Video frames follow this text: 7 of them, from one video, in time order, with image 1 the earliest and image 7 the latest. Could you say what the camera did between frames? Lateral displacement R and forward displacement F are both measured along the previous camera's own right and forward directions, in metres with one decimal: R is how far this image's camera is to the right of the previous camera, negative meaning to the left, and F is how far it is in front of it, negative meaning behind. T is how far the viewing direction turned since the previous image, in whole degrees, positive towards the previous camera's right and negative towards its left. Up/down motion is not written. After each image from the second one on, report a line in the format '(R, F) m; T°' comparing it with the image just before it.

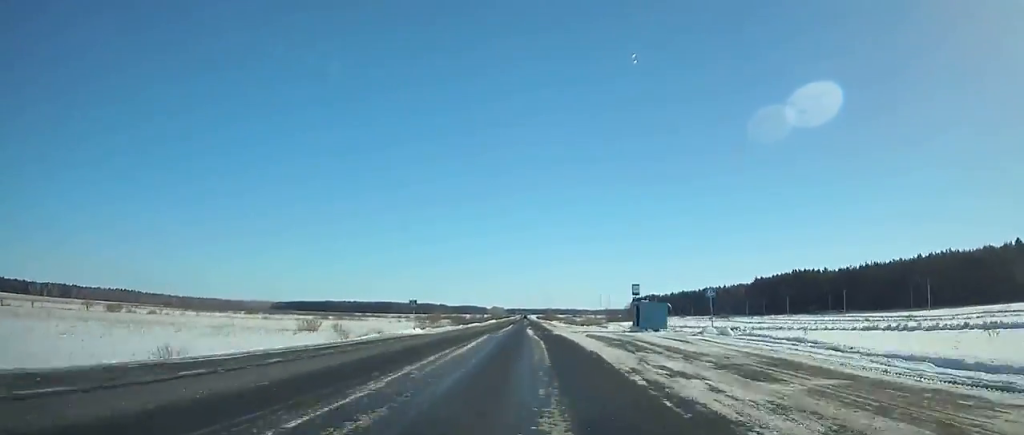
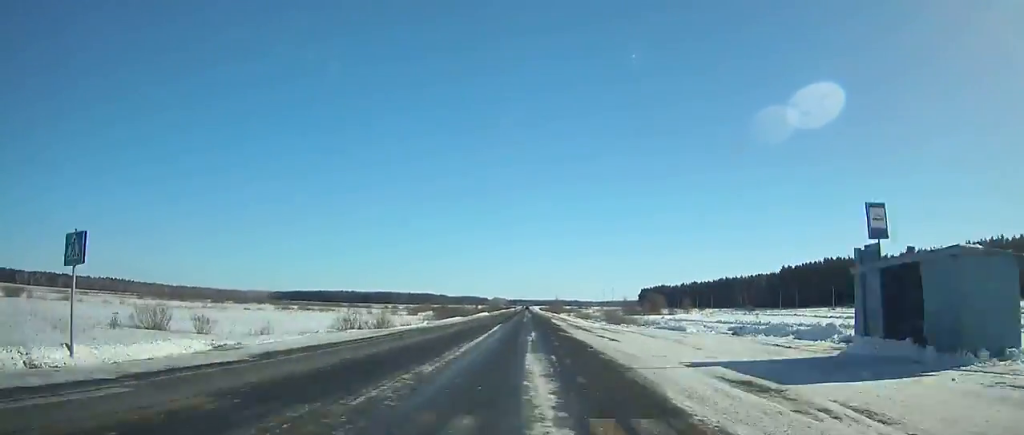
(-0.2, +38.2) m; 0°
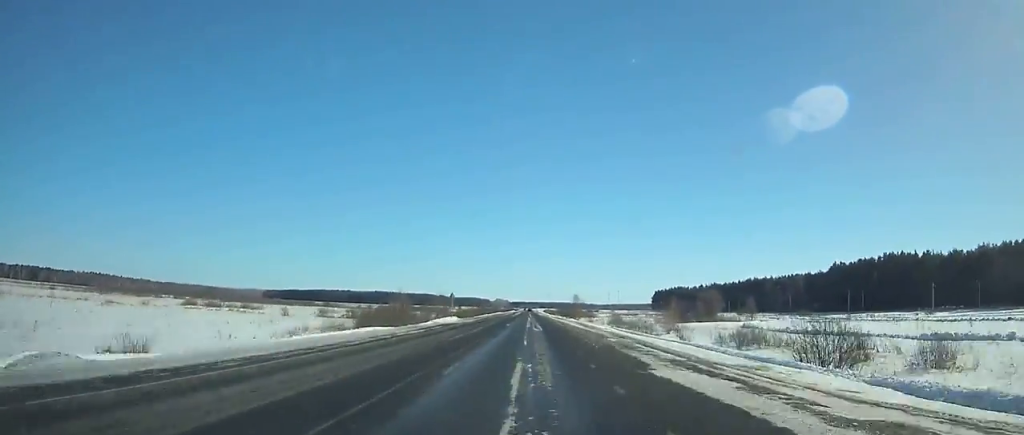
(-0.2, +57.6) m; 0°
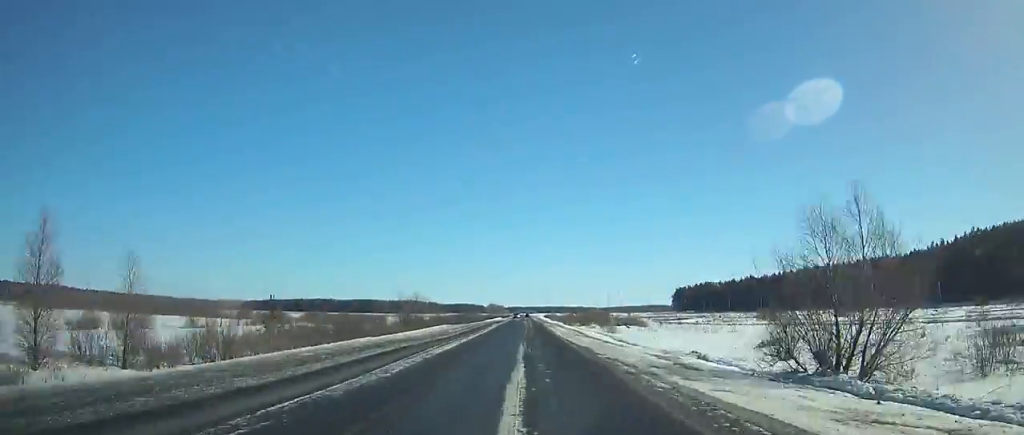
(-0.1, +104.7) m; 0°
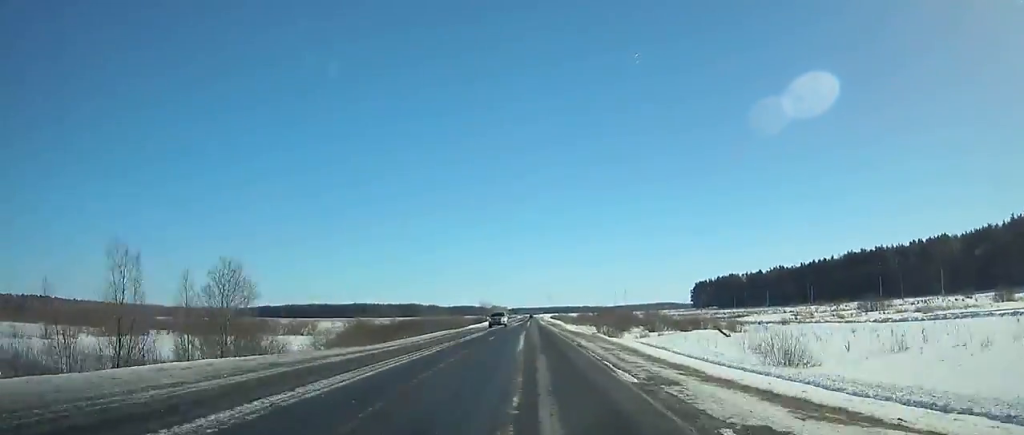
(+0.1, +51.2) m; 0°
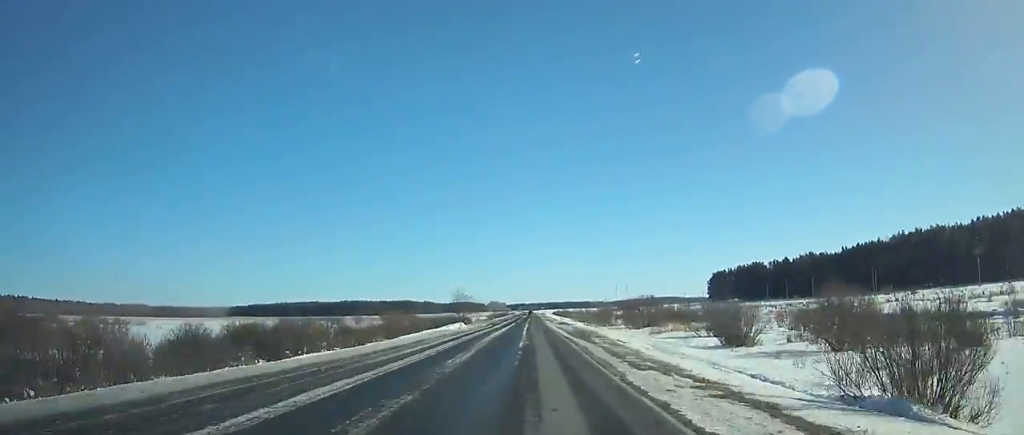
(0.0, +48.7) m; 0°
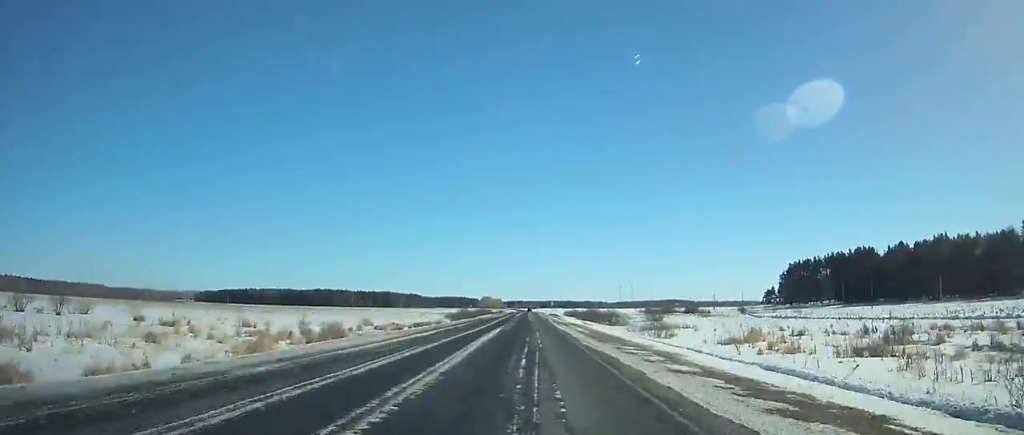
(+0.2, +132.5) m; 0°
